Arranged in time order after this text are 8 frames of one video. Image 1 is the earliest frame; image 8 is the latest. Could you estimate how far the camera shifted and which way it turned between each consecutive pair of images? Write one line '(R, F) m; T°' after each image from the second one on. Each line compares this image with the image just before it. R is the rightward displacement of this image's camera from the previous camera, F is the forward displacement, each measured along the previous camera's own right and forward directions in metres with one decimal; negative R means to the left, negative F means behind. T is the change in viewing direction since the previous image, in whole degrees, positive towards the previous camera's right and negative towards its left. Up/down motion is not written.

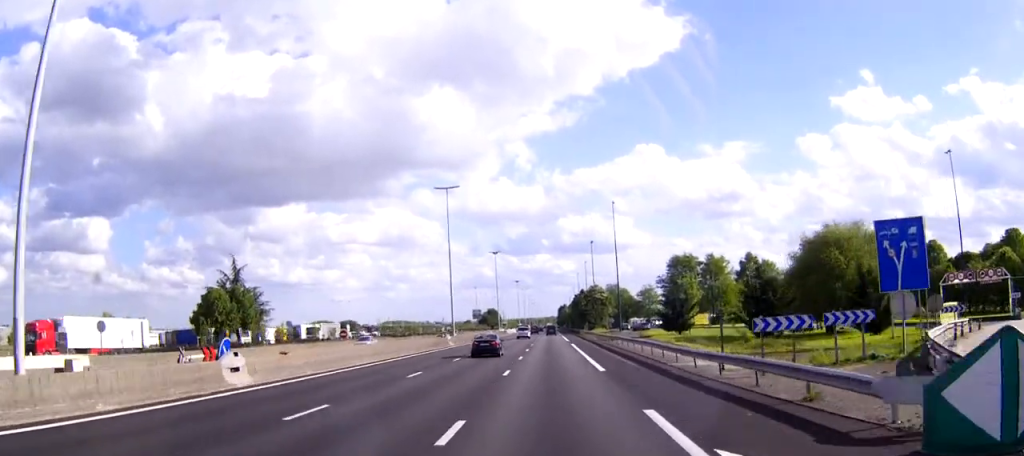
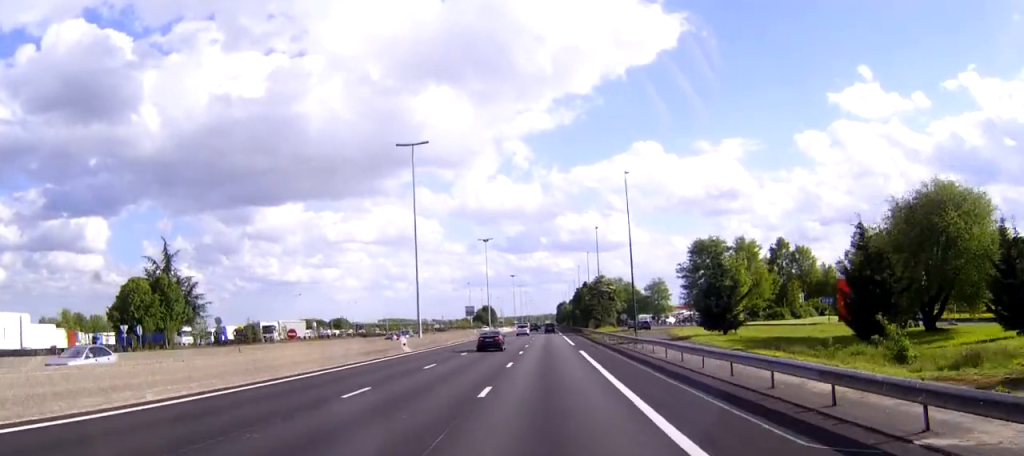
(0.0, +21.4) m; 0°
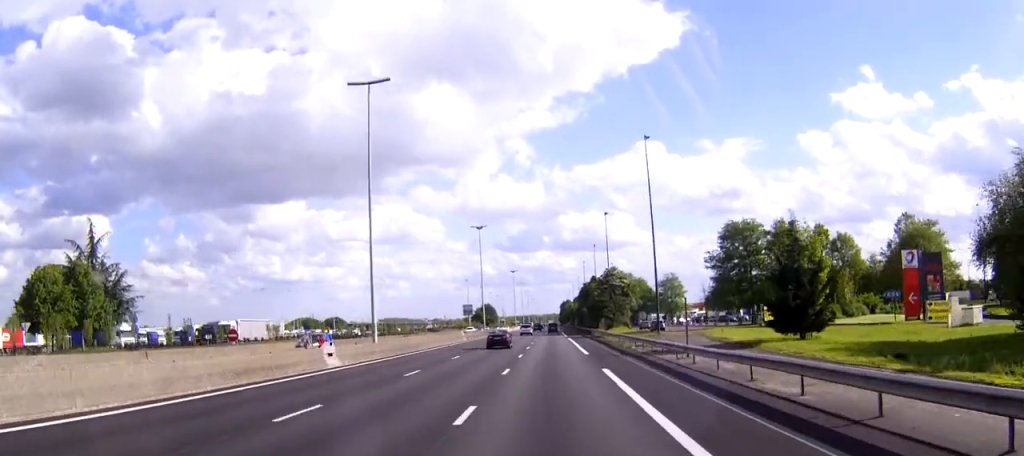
(0.0, +17.9) m; 0°
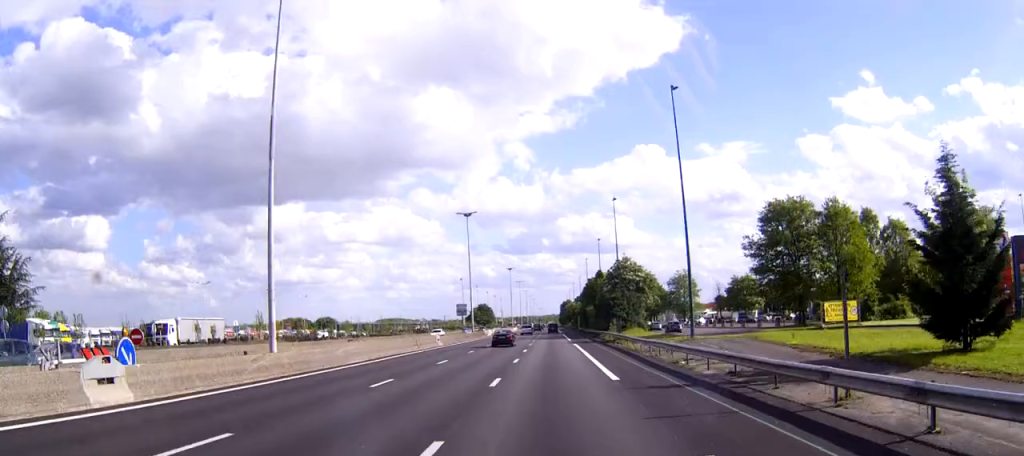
(0.0, +18.0) m; 0°
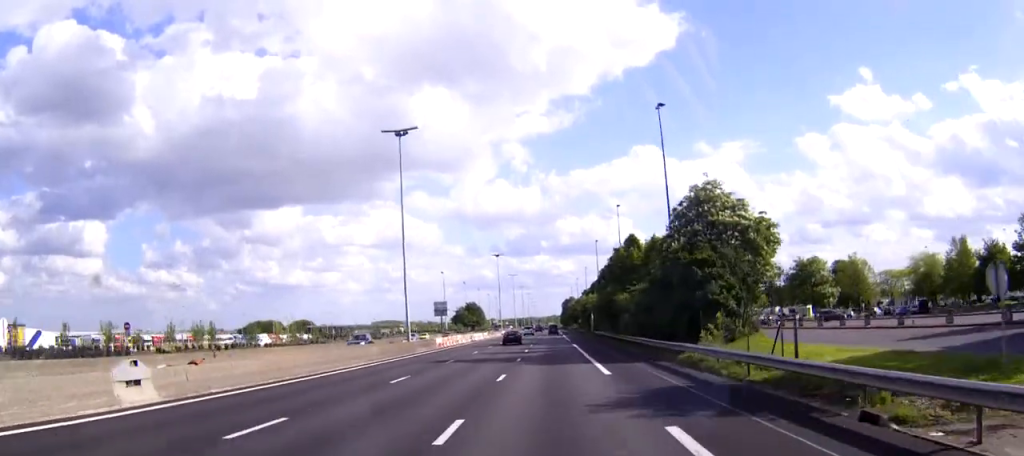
(0.0, +48.7) m; 0°
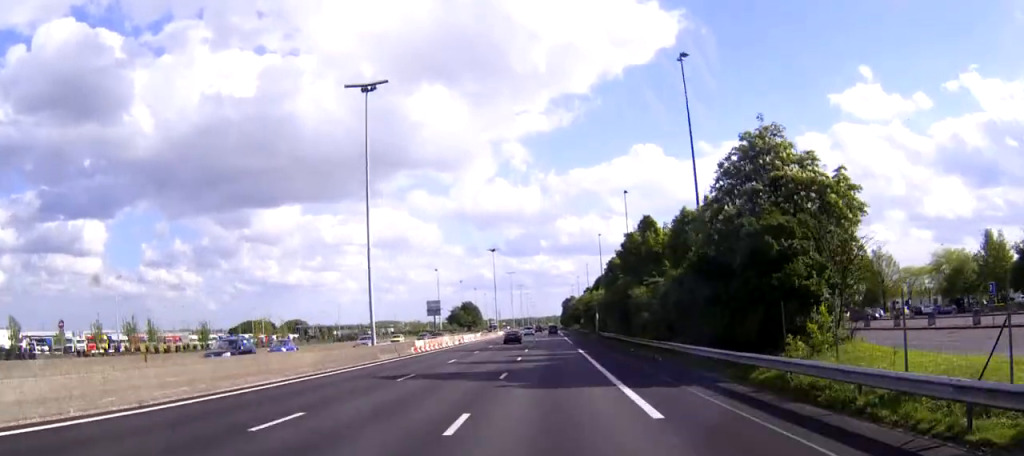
(0.0, +11.8) m; 0°
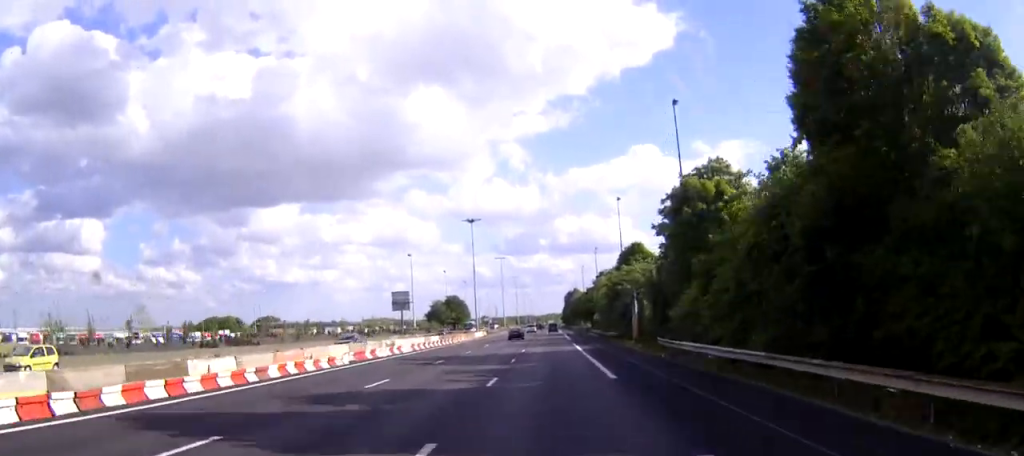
(+0.1, +42.6) m; 0°
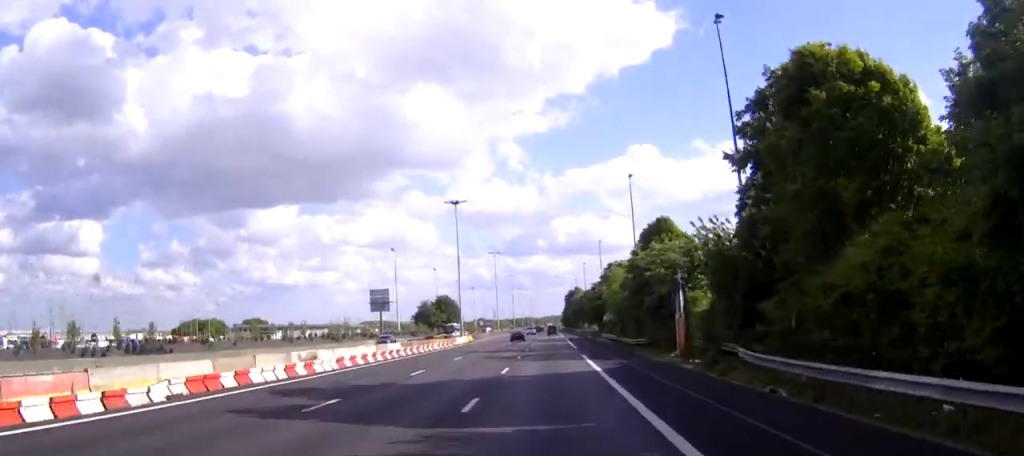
(+0.1, +18.3) m; 0°
